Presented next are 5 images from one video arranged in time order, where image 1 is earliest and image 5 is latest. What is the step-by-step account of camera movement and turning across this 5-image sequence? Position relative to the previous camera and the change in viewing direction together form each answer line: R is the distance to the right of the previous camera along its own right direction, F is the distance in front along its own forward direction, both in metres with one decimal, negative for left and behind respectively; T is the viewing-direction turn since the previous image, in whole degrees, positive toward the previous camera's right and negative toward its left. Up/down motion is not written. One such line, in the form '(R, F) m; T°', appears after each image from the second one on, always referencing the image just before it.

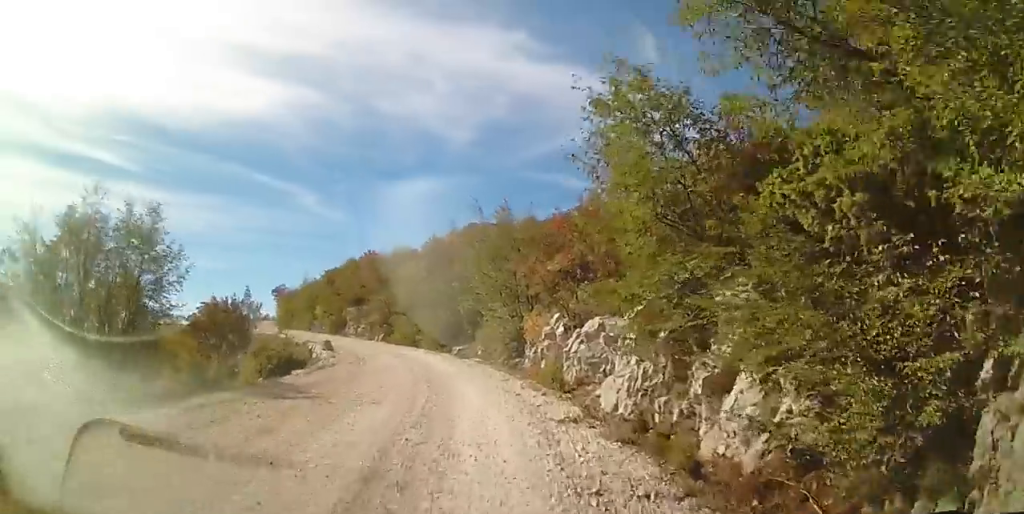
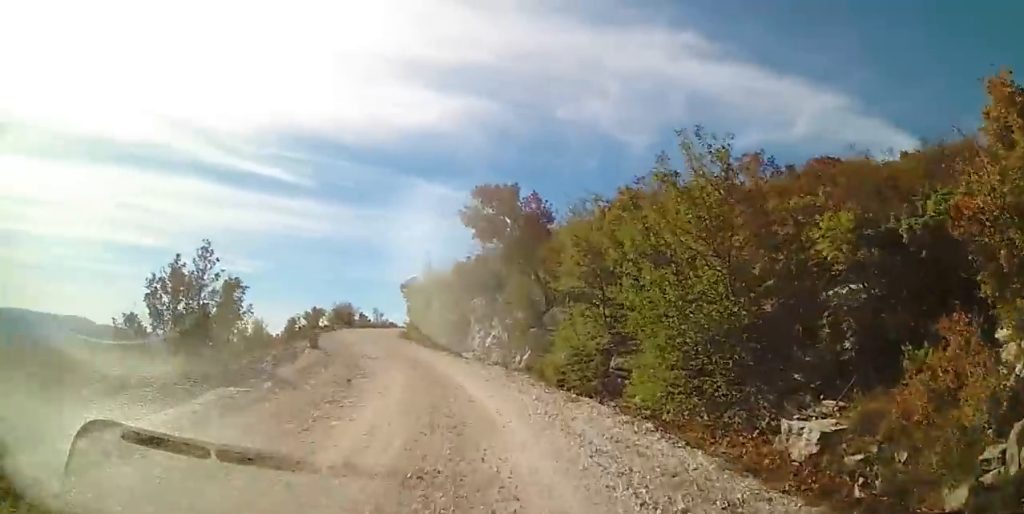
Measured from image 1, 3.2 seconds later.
(-3.8, +22.7) m; -24°
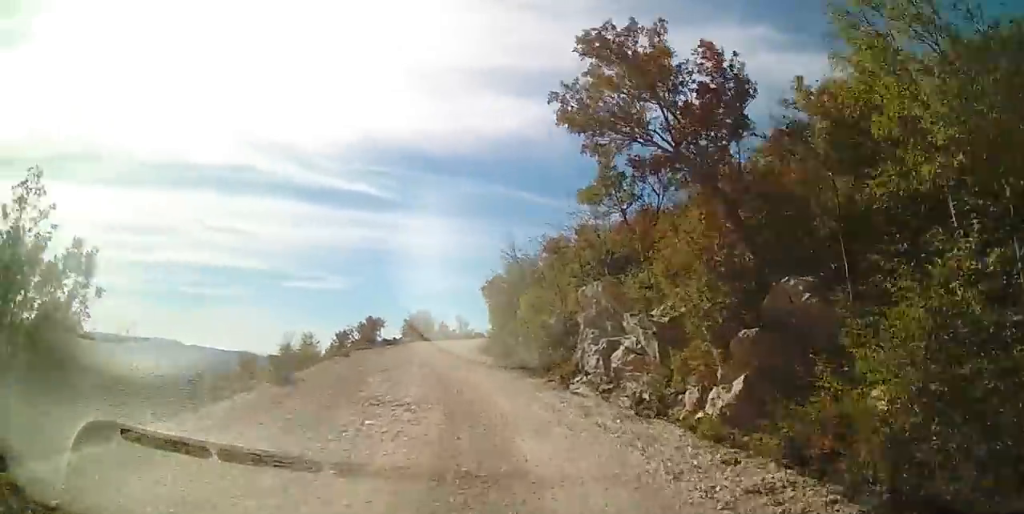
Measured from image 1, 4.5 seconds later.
(-1.1, +9.9) m; -8°
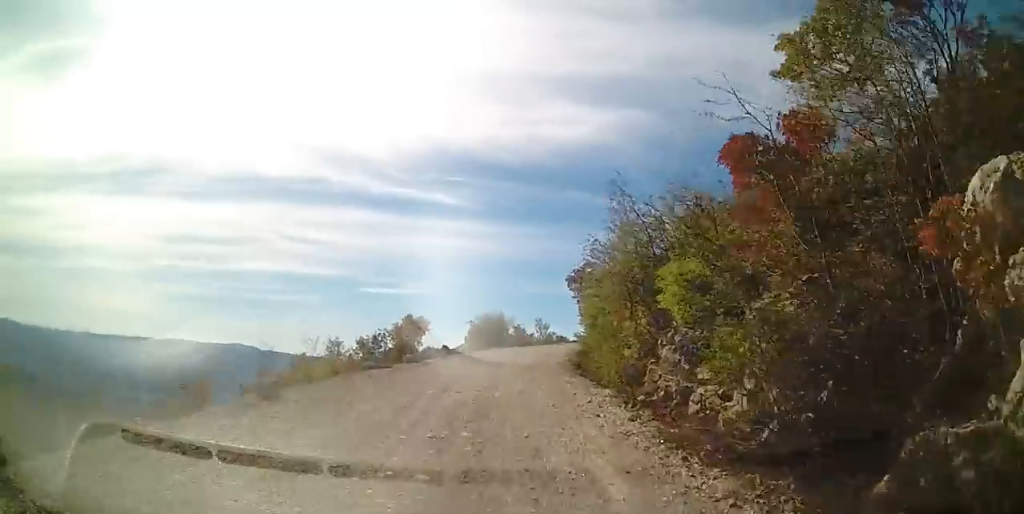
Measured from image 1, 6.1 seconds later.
(-0.5, +11.4) m; -5°
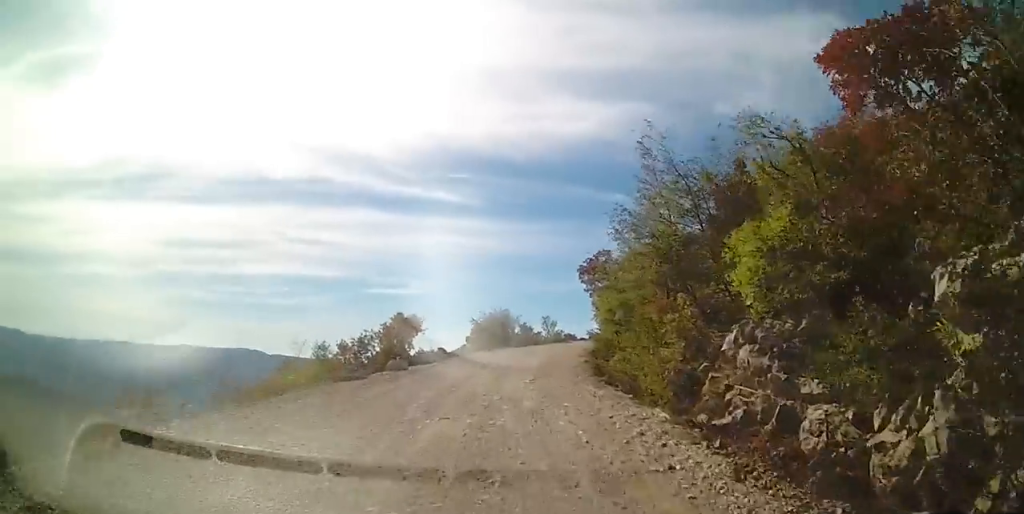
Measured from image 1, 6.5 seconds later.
(0.0, +3.4) m; -1°
